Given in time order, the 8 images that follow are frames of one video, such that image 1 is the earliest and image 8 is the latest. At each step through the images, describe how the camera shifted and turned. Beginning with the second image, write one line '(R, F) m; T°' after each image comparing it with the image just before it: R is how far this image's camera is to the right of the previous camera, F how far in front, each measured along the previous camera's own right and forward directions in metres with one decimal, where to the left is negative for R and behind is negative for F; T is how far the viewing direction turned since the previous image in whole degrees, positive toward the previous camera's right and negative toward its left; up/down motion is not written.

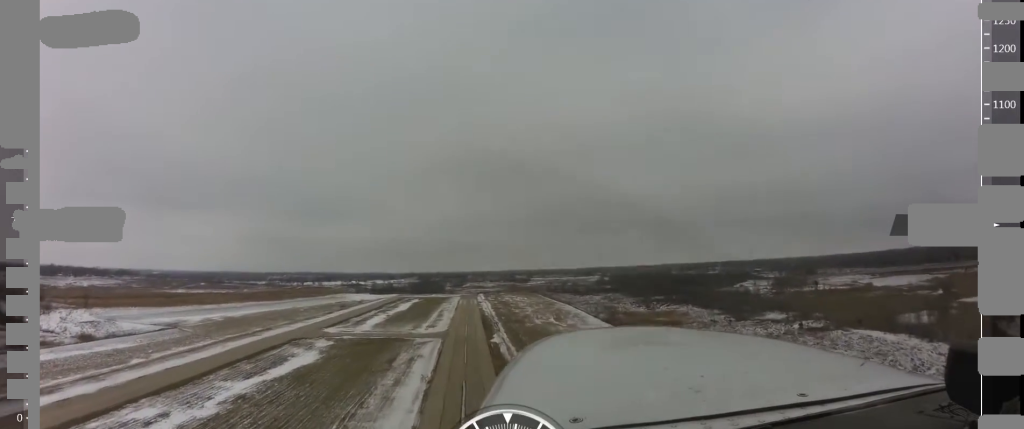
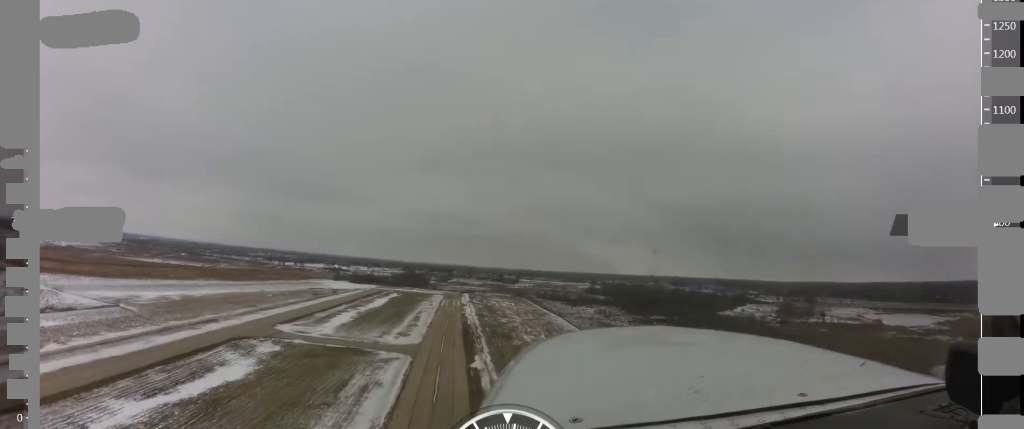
(-0.3, +36.6) m; +2°
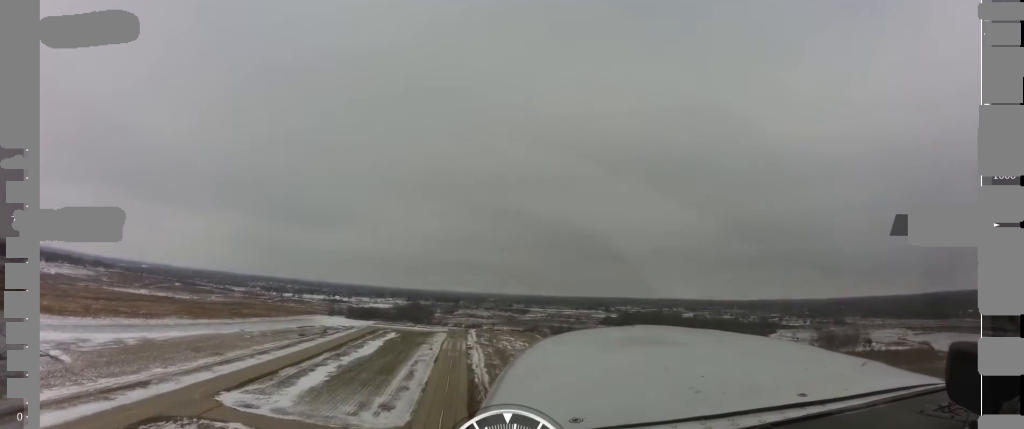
(+1.0, +52.8) m; -1°
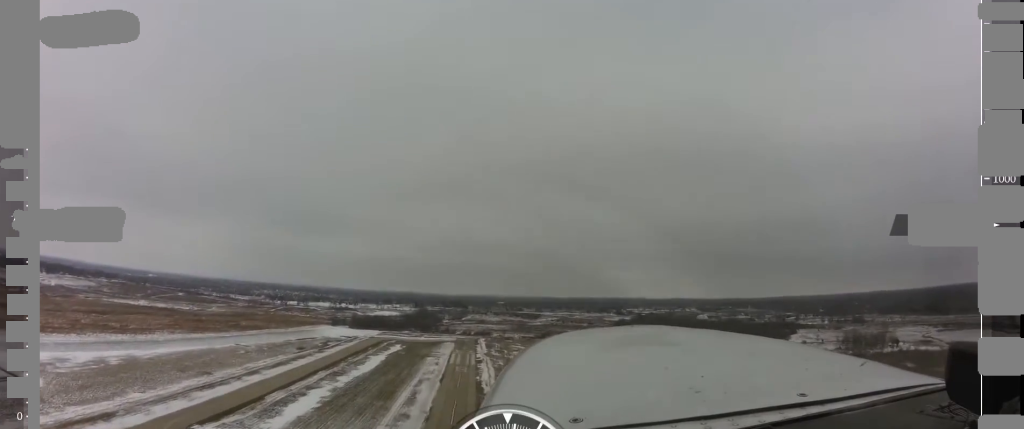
(-0.5, +23.4) m; -1°
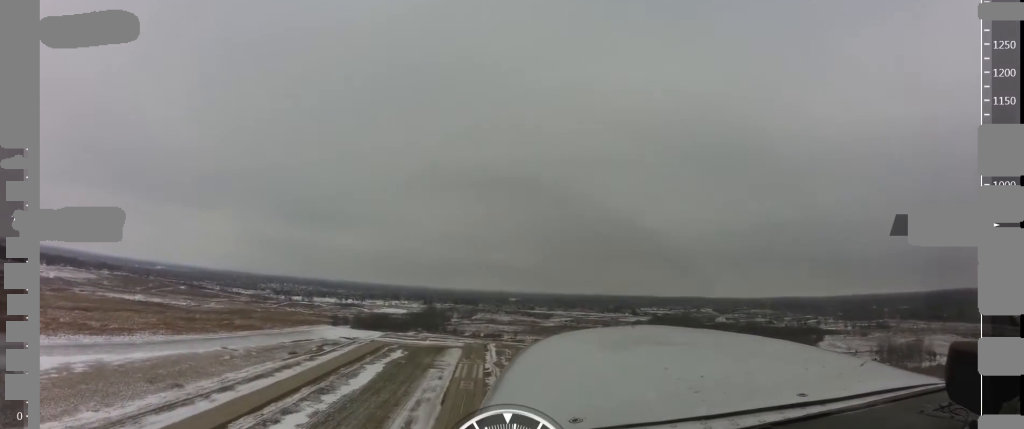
(-0.2, +33.4) m; +2°
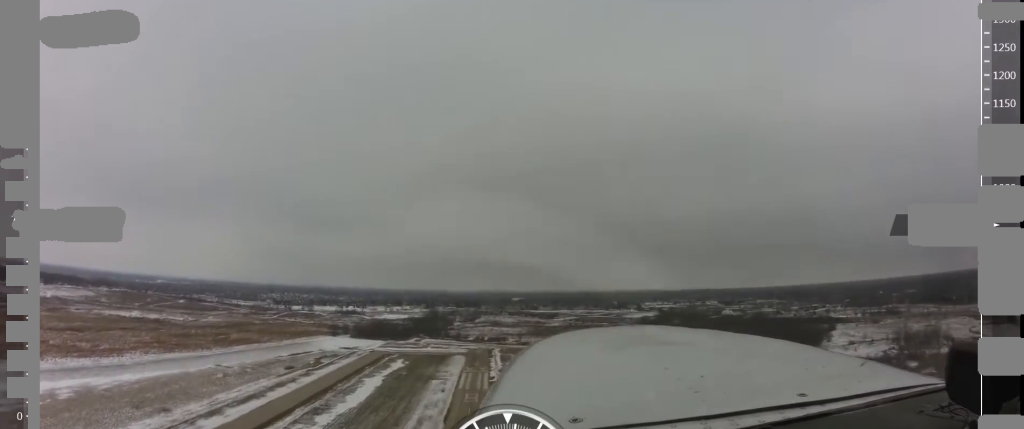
(+0.7, +15.0) m; 0°
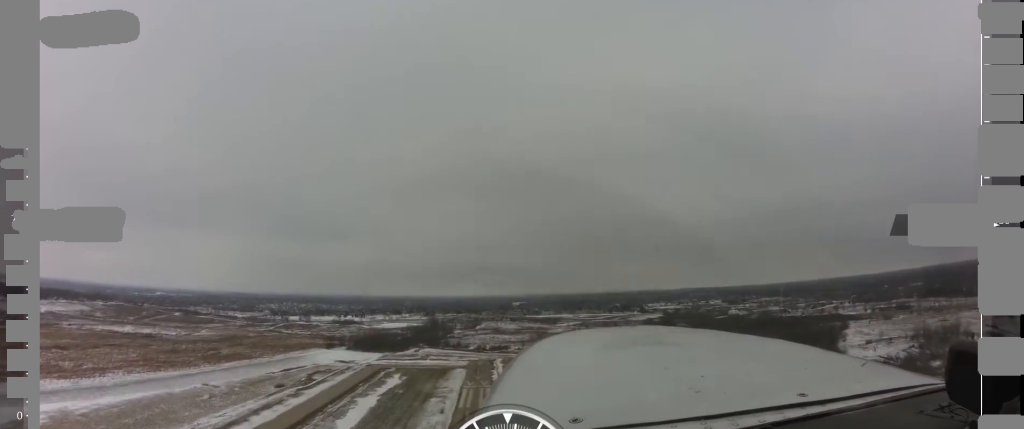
(+0.6, +19.6) m; 0°
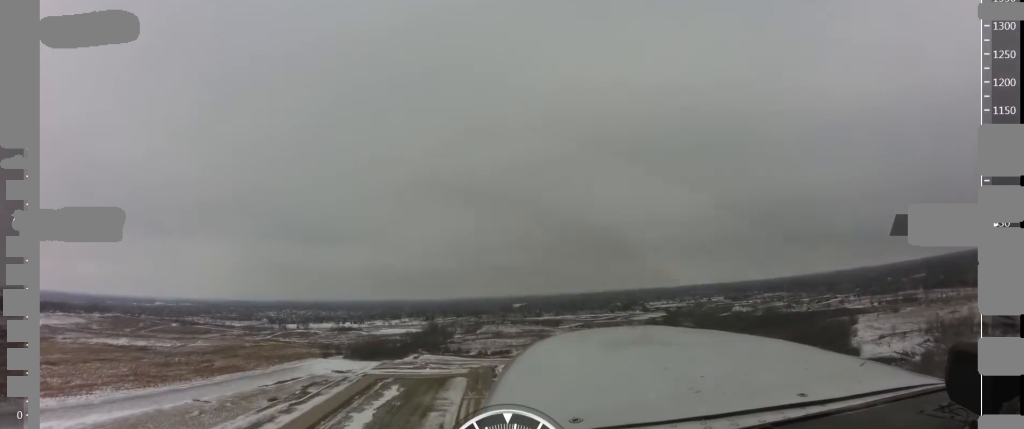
(-0.6, +13.9) m; 0°
